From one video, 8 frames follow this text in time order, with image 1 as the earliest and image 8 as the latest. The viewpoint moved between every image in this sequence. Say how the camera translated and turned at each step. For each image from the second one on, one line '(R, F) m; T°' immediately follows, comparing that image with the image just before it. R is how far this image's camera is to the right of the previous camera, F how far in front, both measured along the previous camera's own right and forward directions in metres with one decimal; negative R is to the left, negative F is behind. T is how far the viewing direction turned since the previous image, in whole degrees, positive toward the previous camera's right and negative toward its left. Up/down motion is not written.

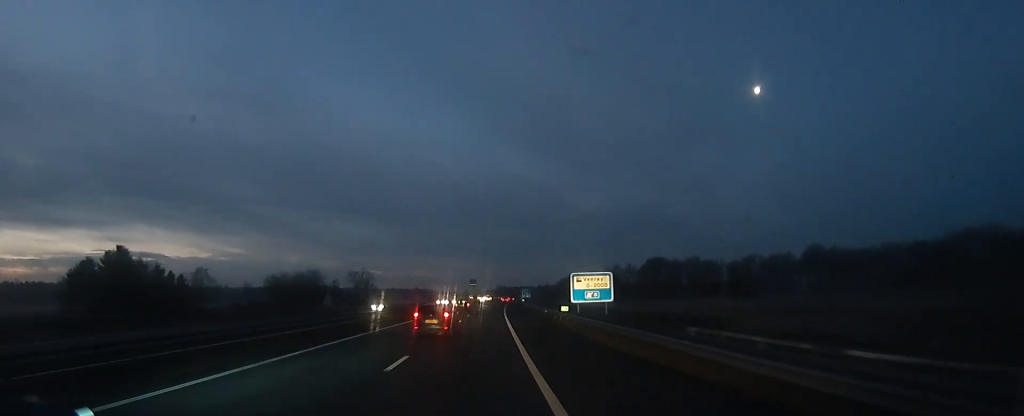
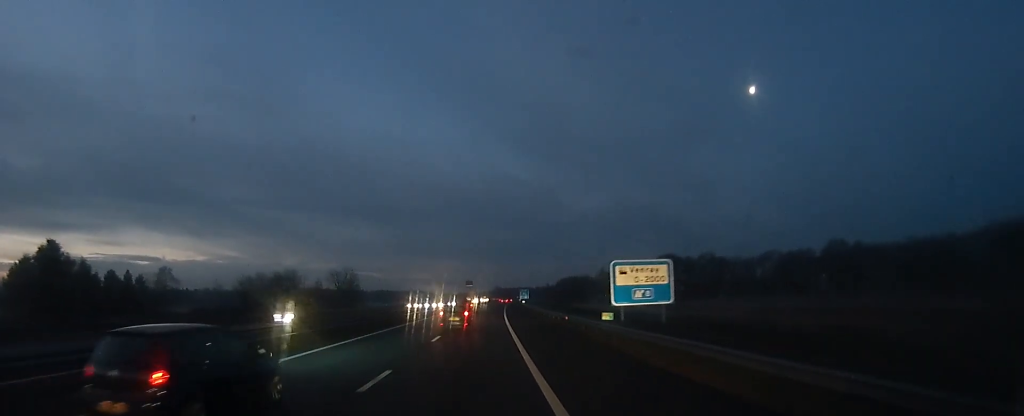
(+0.3, +14.5) m; +1°
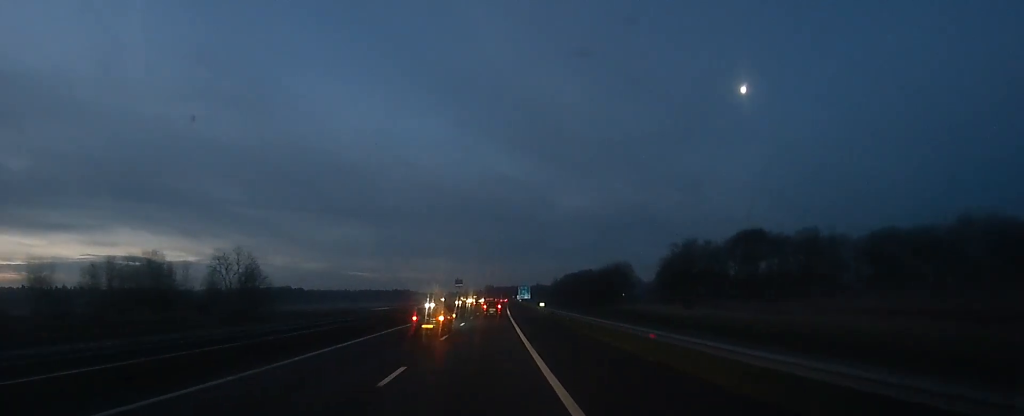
(0.0, +57.8) m; 0°
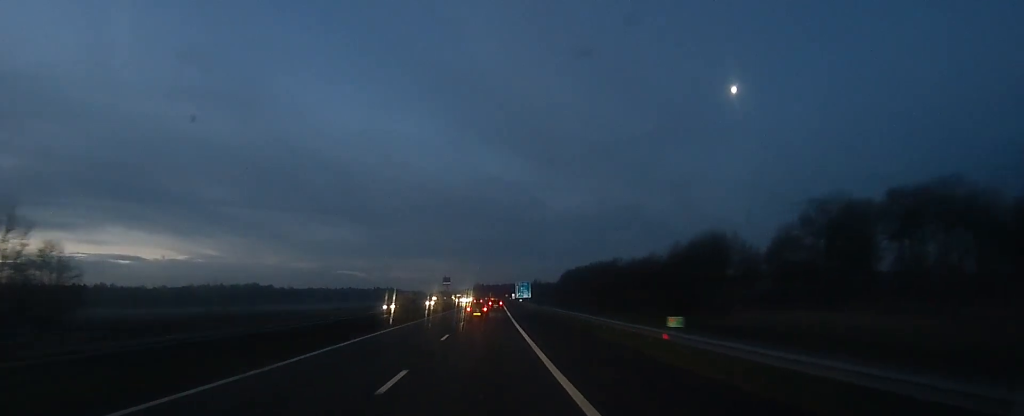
(-0.1, +46.5) m; 0°
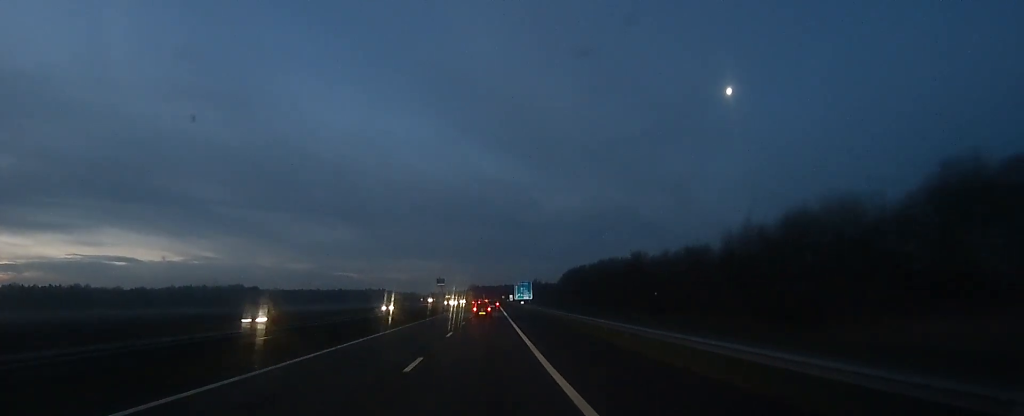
(-0.2, +19.2) m; +1°
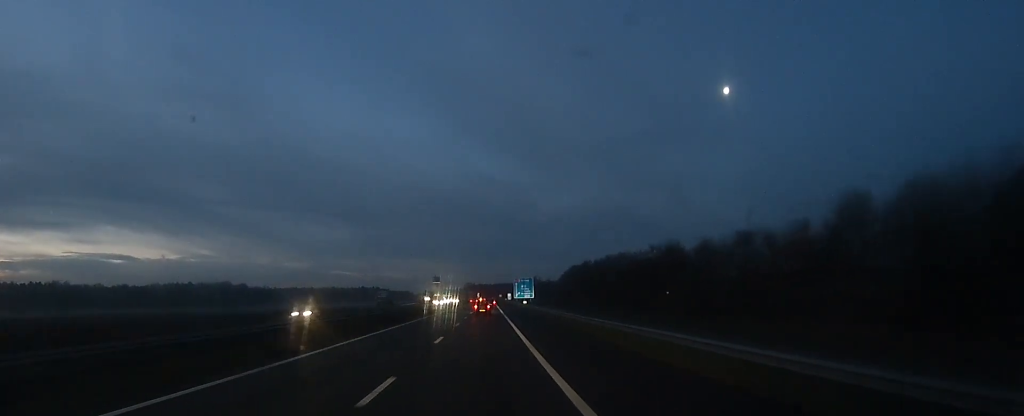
(+0.3, +15.0) m; +1°
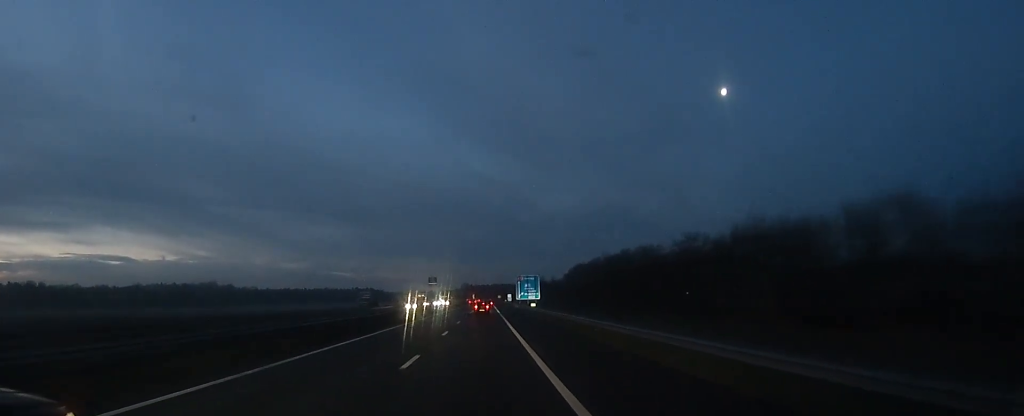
(+0.2, +19.7) m; +1°
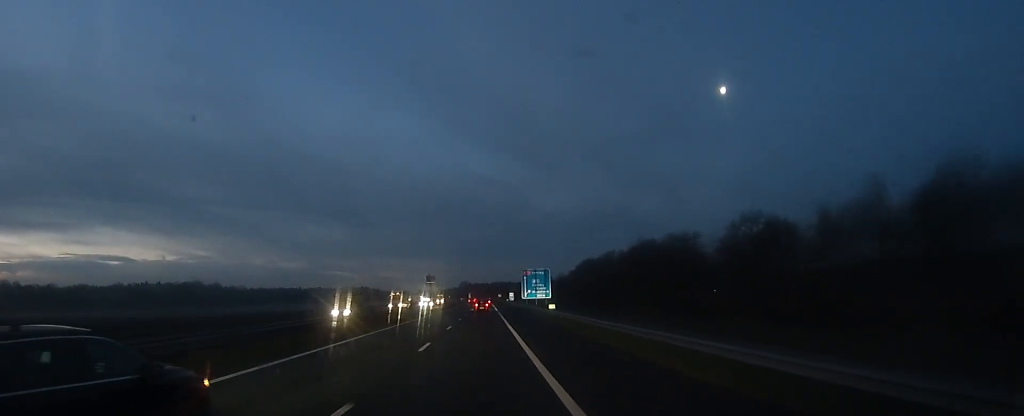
(+0.1, +21.6) m; +1°
